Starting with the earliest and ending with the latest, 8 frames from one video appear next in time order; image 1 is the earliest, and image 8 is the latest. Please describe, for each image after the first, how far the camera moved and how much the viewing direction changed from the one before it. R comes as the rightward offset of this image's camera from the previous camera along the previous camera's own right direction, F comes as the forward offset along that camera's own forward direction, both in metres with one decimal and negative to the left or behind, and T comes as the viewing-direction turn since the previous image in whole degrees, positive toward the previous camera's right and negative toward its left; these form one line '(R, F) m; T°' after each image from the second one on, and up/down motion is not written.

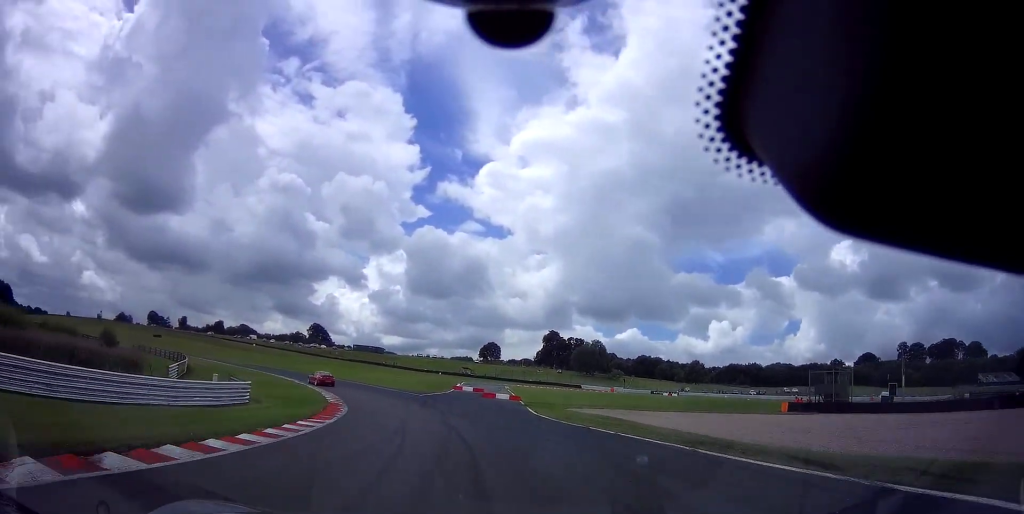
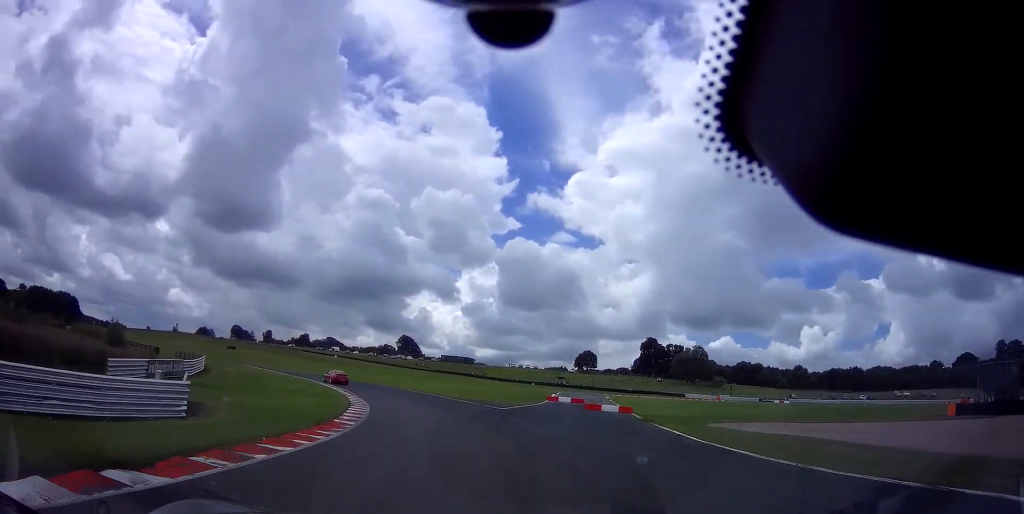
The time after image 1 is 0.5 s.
(-0.2, +12.4) m; -9°
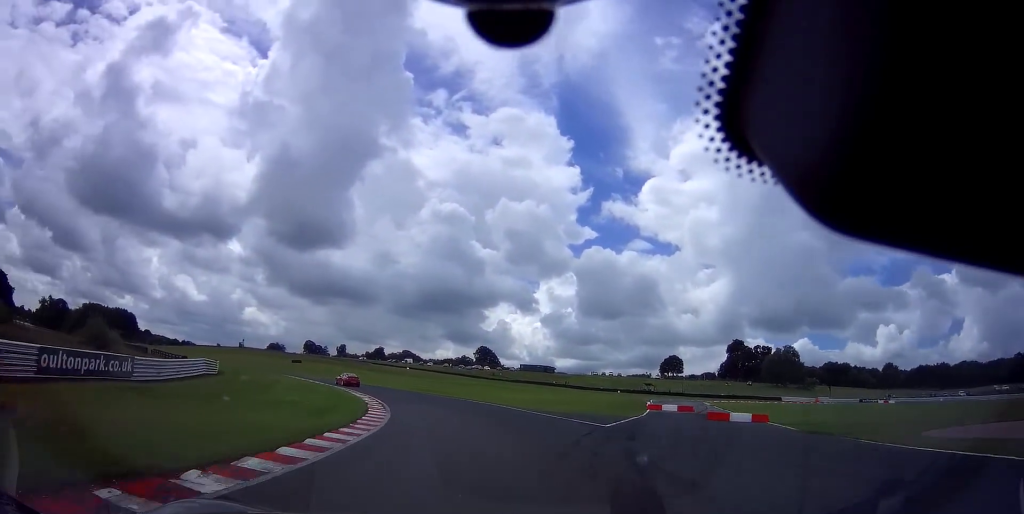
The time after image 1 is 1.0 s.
(-1.6, +11.8) m; -8°
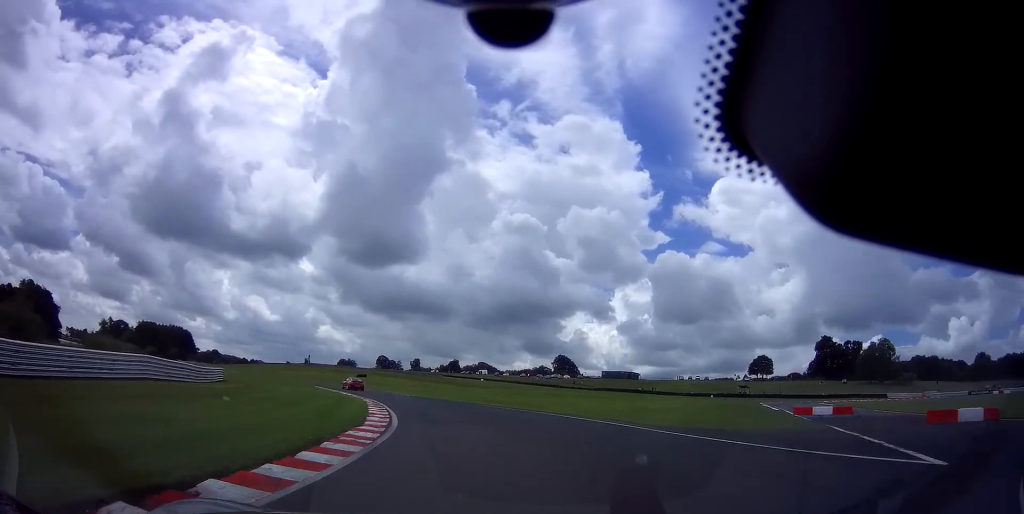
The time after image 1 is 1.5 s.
(-0.5, +13.8) m; -9°
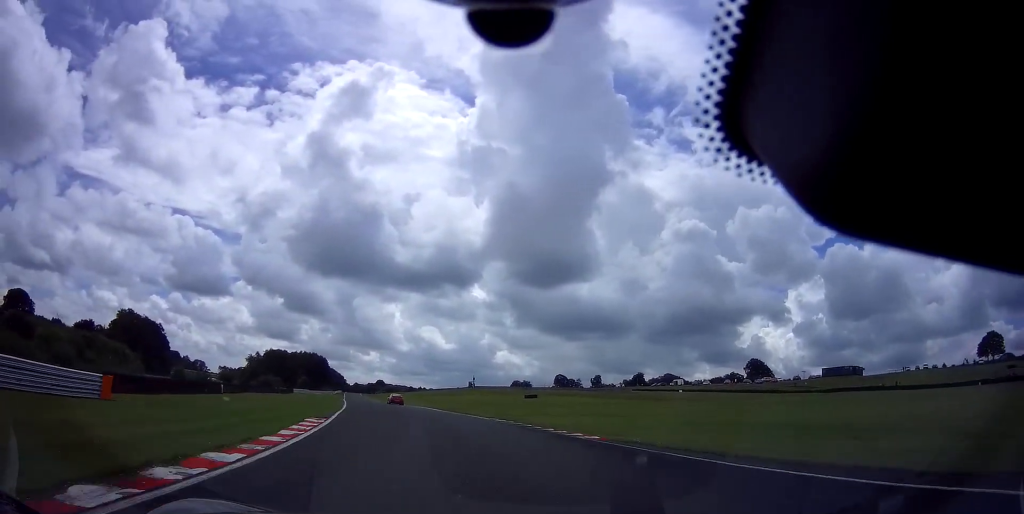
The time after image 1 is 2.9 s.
(-7.2, +37.7) m; -18°
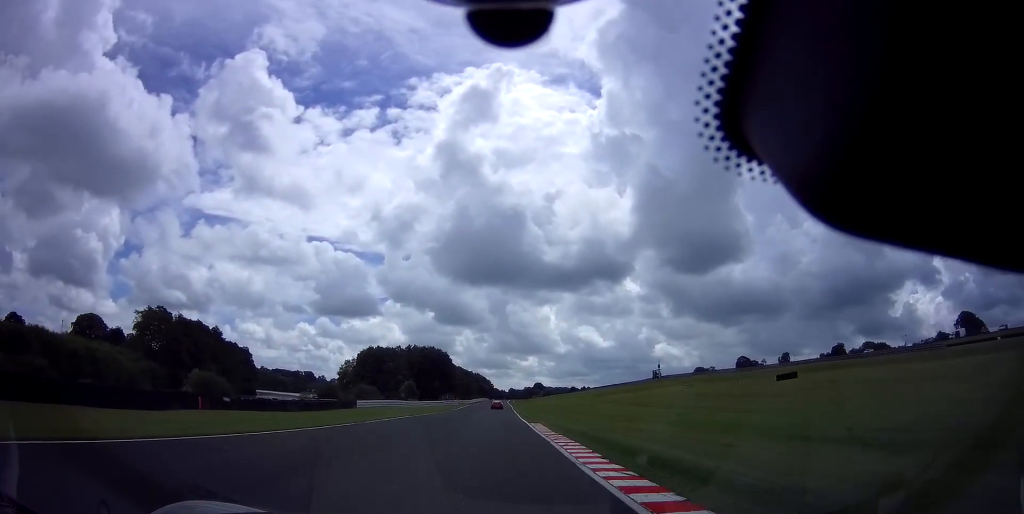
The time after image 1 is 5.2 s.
(-12.8, +67.1) m; -17°
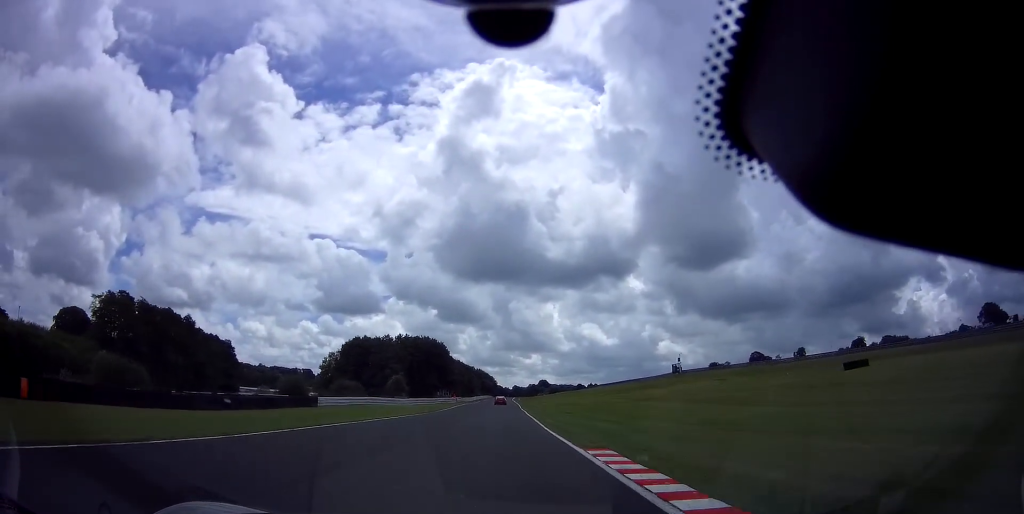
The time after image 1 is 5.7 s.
(-0.3, +18.4) m; -1°
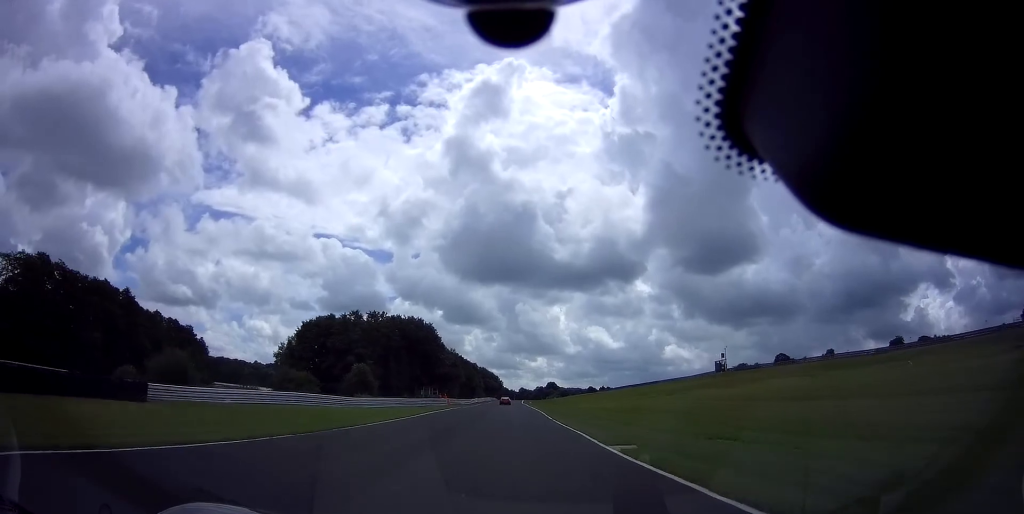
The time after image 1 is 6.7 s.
(-0.2, +31.6) m; -1°
